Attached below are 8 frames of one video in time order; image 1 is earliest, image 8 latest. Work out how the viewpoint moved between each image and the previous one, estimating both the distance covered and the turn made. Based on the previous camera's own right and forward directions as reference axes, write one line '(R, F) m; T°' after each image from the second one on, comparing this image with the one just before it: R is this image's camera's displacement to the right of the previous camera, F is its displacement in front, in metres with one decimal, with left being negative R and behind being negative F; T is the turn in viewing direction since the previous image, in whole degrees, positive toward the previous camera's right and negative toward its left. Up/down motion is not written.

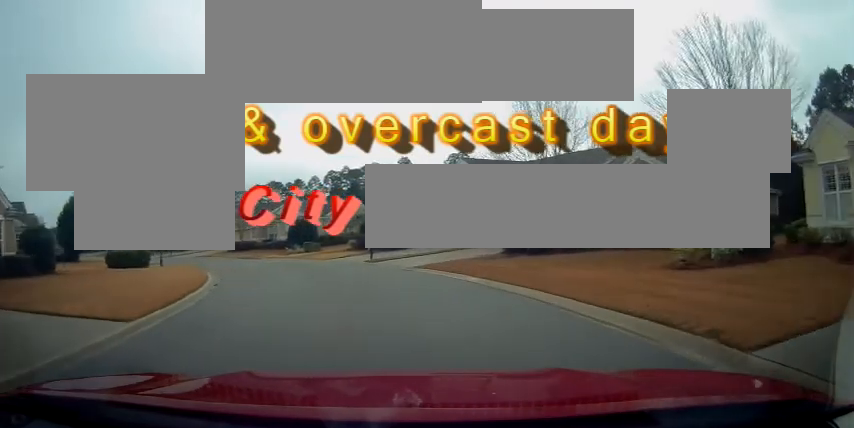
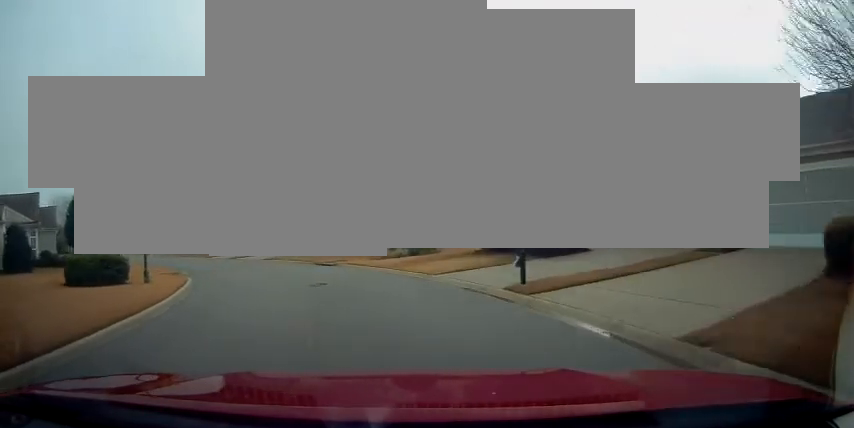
(-2.0, +13.9) m; -17°
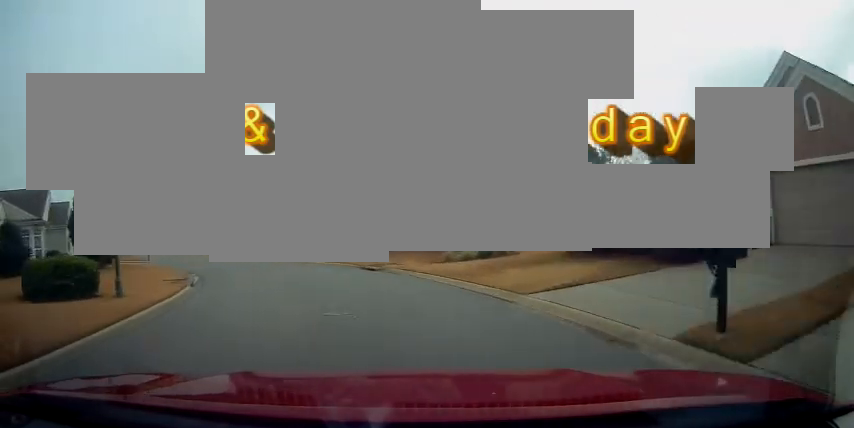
(-0.1, +5.8) m; -6°
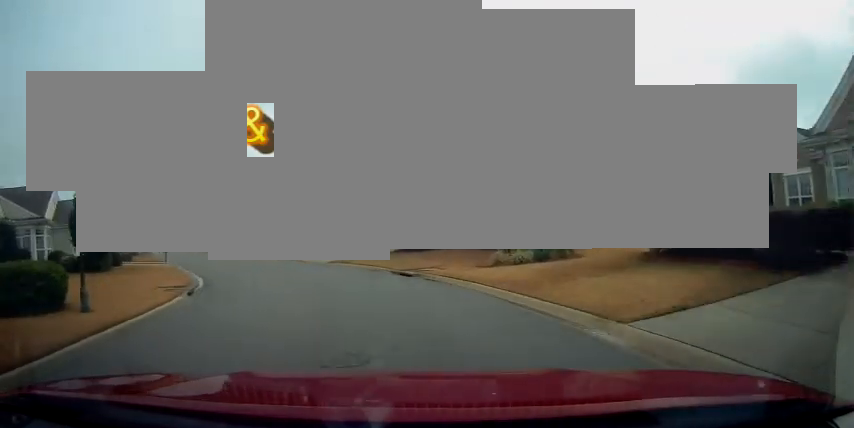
(-0.3, +3.5) m; -5°
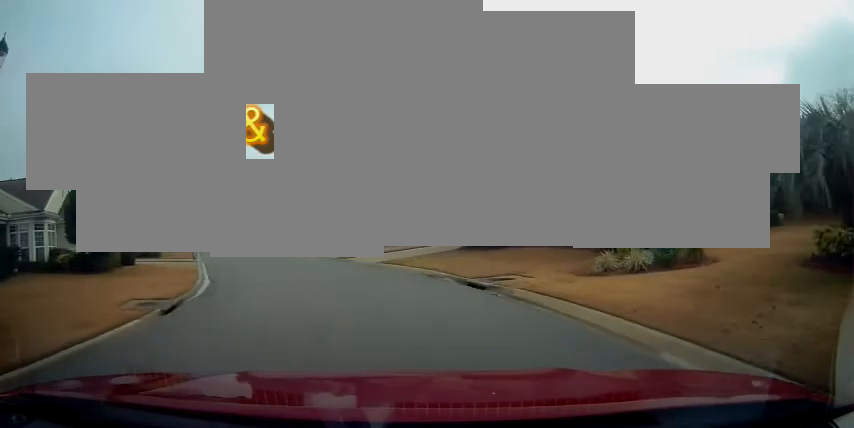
(-0.3, +5.4) m; -8°
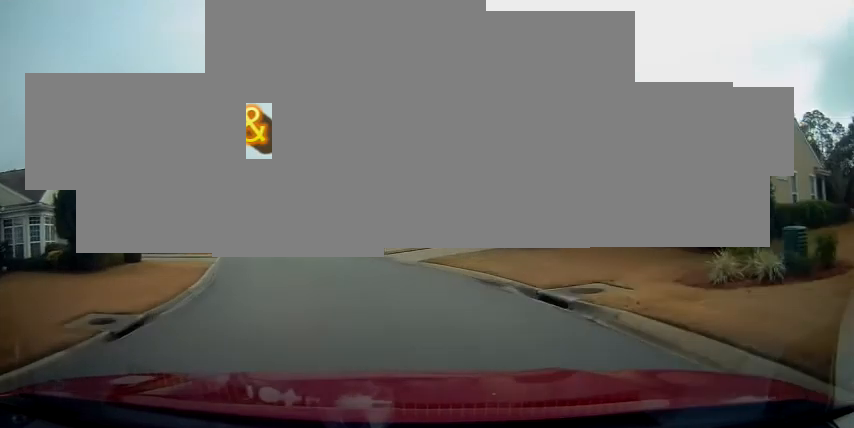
(-0.2, +3.8) m; -6°
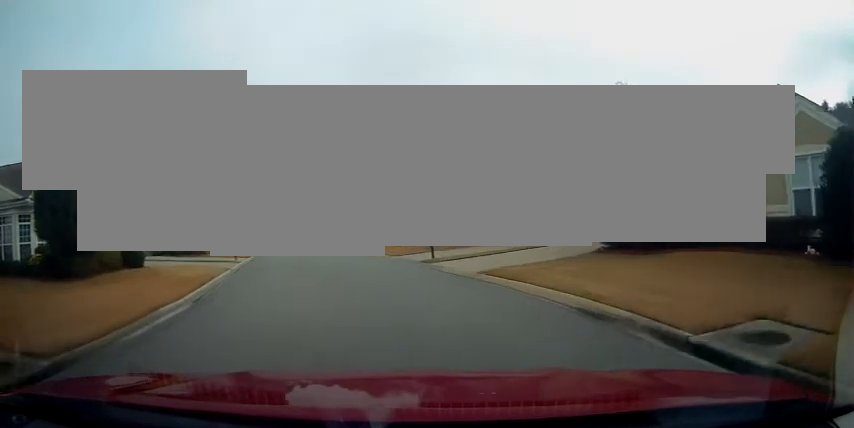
(-0.2, +4.4) m; -6°
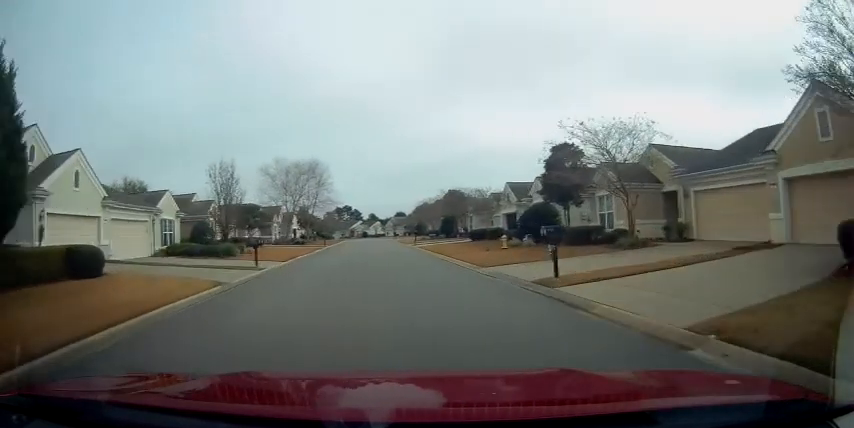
(-0.9, +8.9) m; -7°
